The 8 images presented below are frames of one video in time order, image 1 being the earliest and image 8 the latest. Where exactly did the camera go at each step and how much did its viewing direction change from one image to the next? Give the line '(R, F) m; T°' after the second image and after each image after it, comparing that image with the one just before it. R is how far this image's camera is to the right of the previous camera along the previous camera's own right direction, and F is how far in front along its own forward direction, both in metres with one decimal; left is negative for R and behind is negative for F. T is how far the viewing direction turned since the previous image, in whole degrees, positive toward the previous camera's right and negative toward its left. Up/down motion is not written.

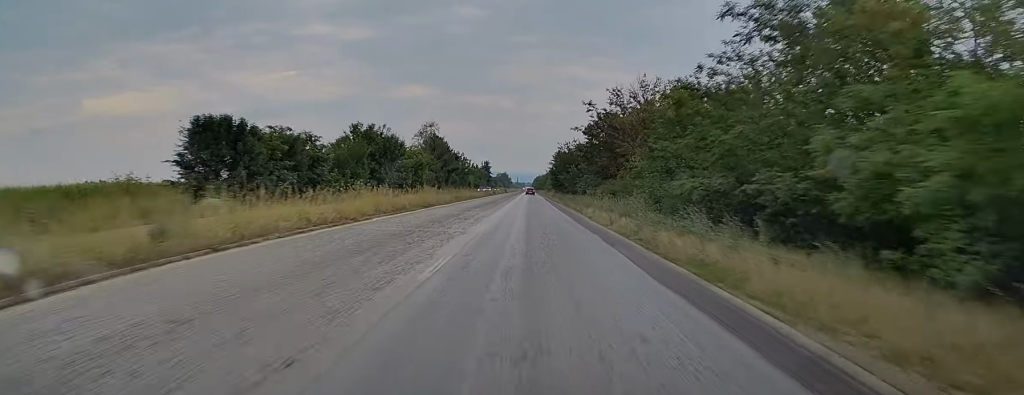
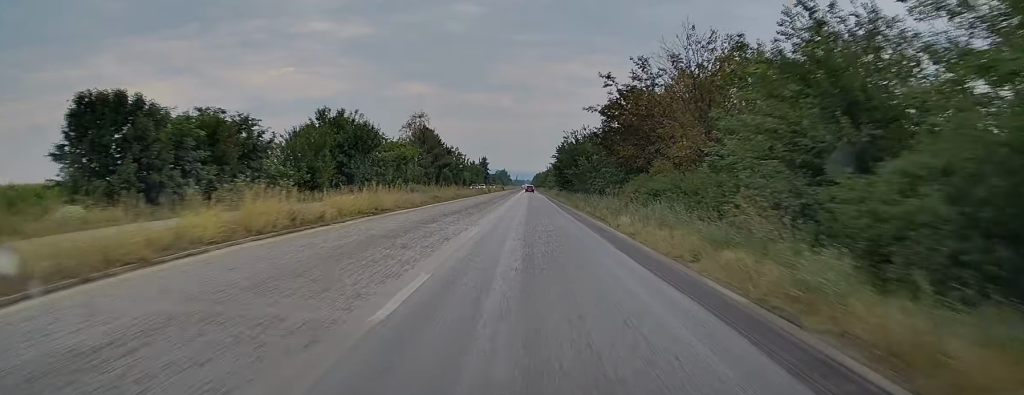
(0.0, +12.1) m; 0°
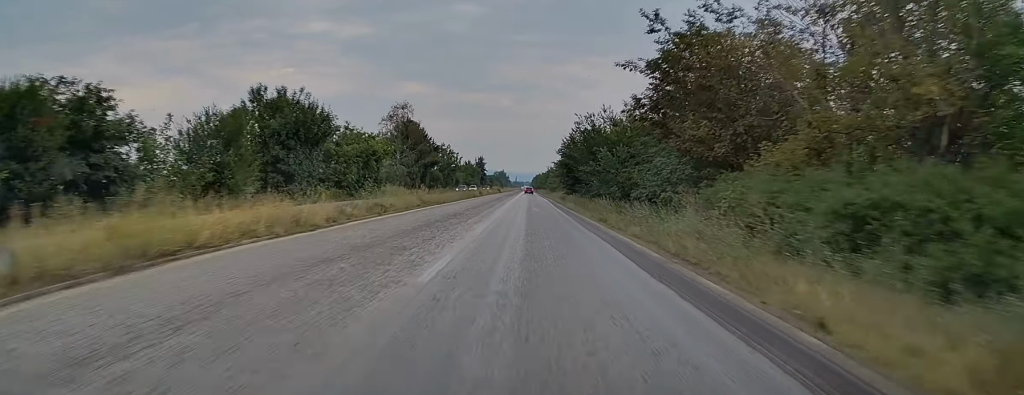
(+0.3, +15.5) m; +1°
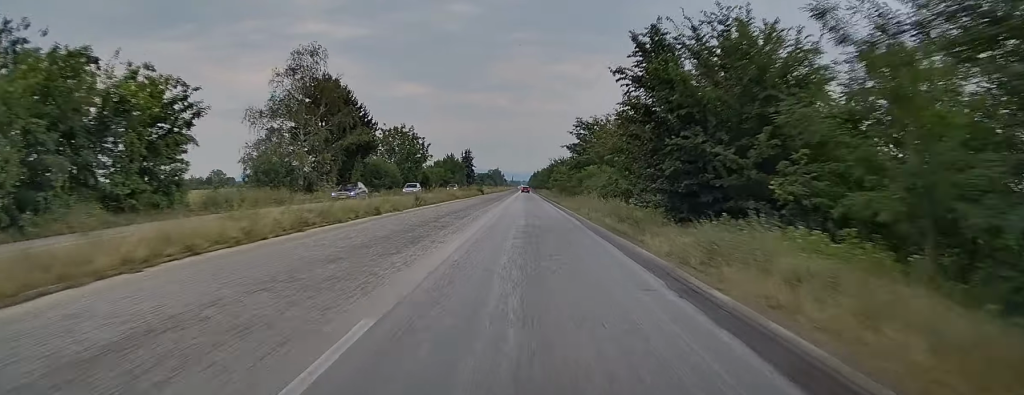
(-0.1, +41.3) m; 0°
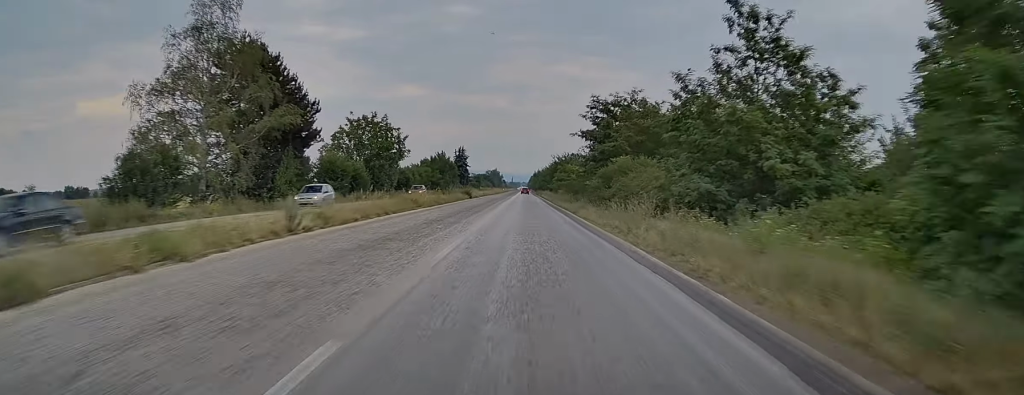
(0.0, +18.0) m; 0°
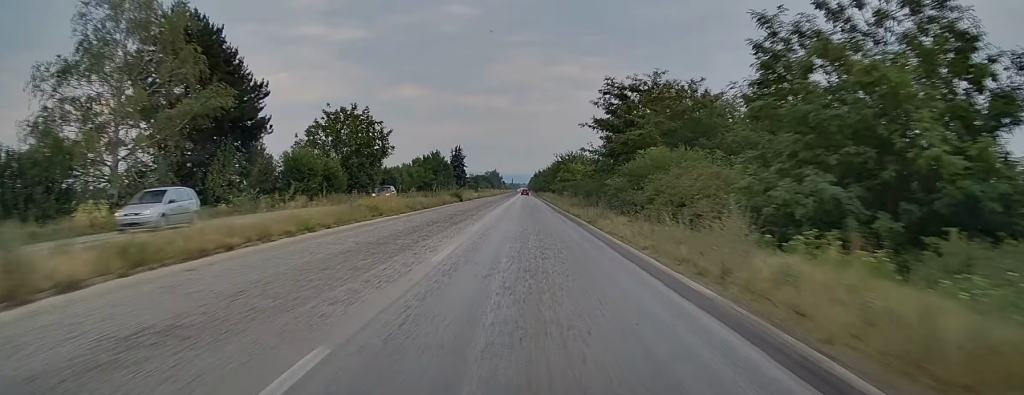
(0.0, +9.5) m; 0°
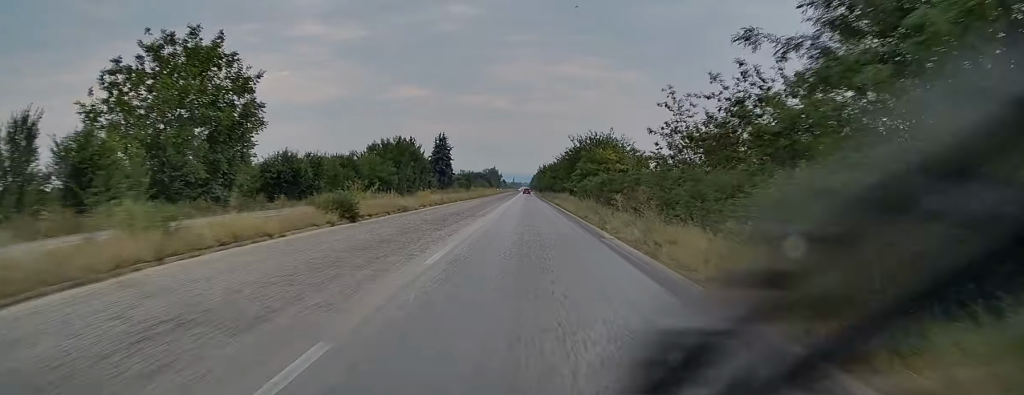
(-0.5, +35.7) m; -1°
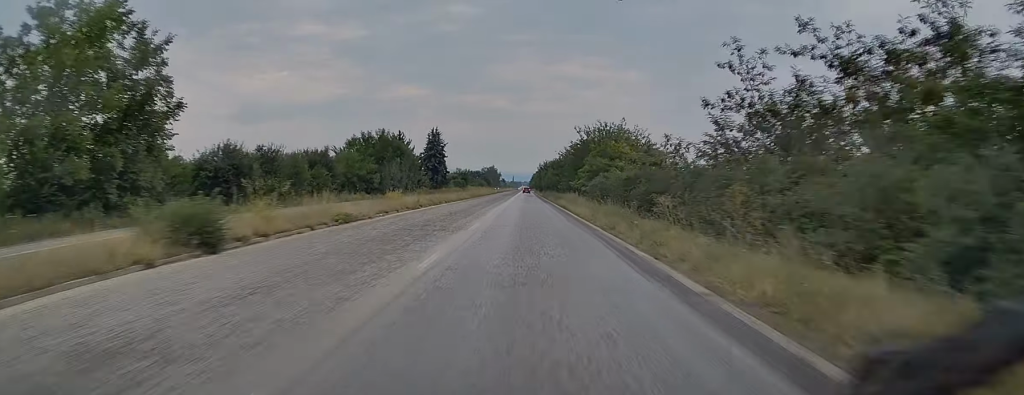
(0.0, +9.7) m; 0°
